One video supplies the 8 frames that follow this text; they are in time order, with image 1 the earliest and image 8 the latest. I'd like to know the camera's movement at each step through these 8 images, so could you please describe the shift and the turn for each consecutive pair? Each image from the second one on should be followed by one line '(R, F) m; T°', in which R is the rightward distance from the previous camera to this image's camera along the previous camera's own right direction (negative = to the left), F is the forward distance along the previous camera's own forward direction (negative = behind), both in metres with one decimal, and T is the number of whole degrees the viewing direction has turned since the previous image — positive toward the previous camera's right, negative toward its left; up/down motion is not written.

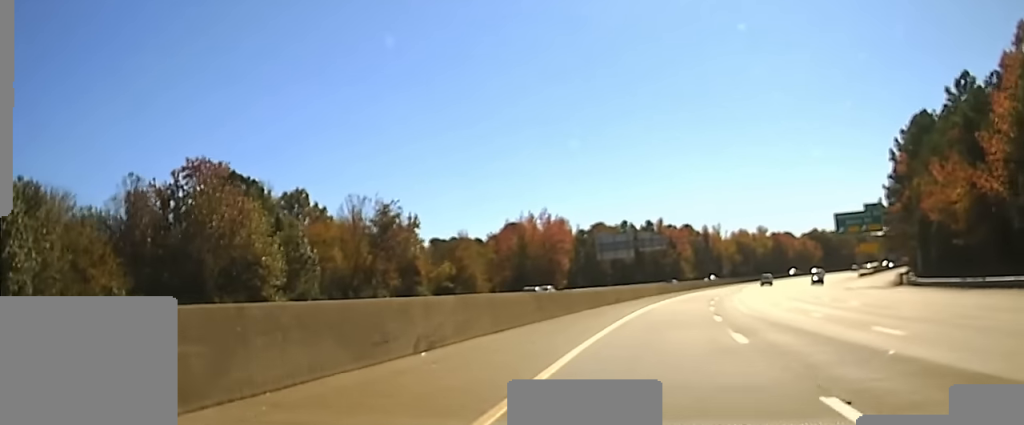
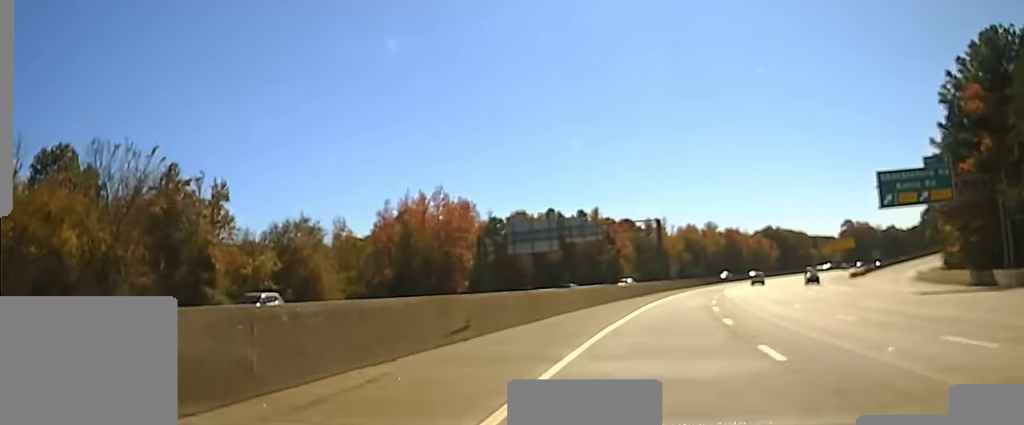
(+1.0, +37.1) m; +5°
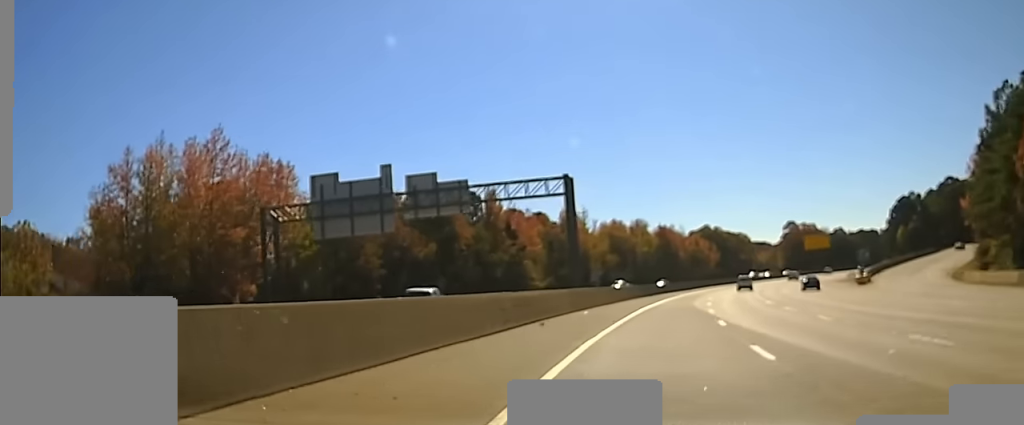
(+2.5, +48.1) m; +5°
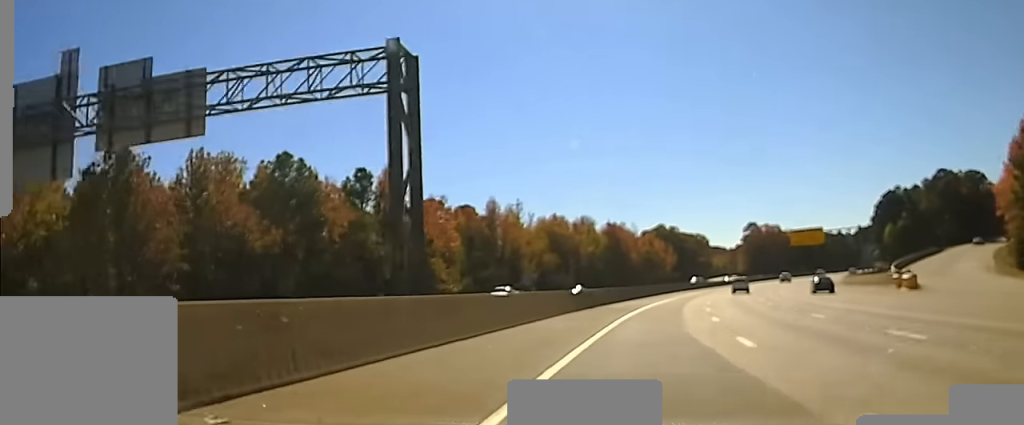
(+1.2, +38.5) m; +3°
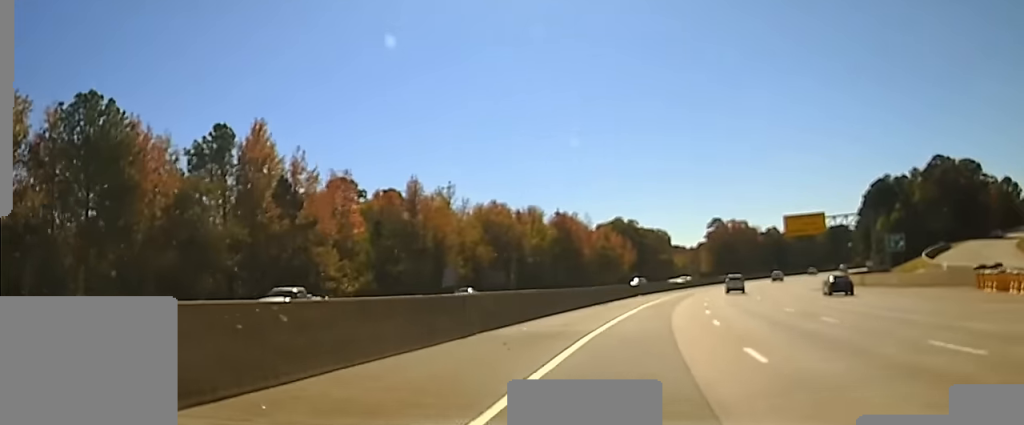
(+0.4, +32.7) m; +3°
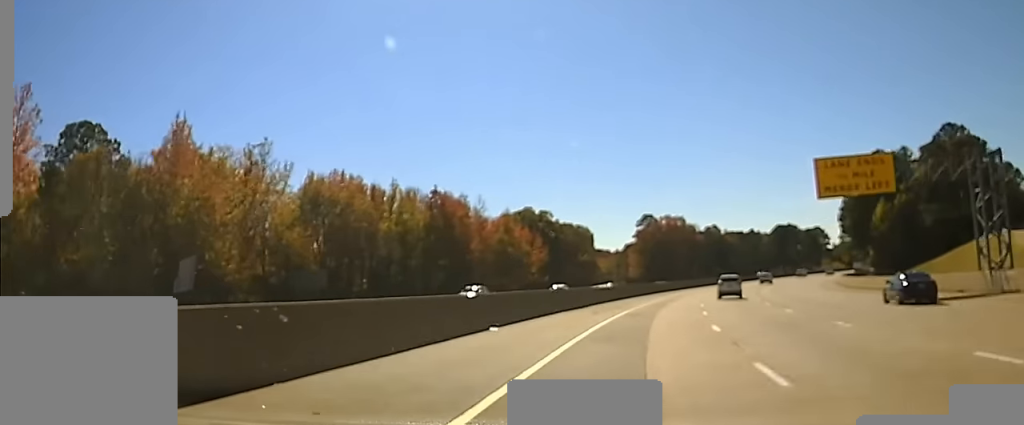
(+2.9, +54.9) m; +6°
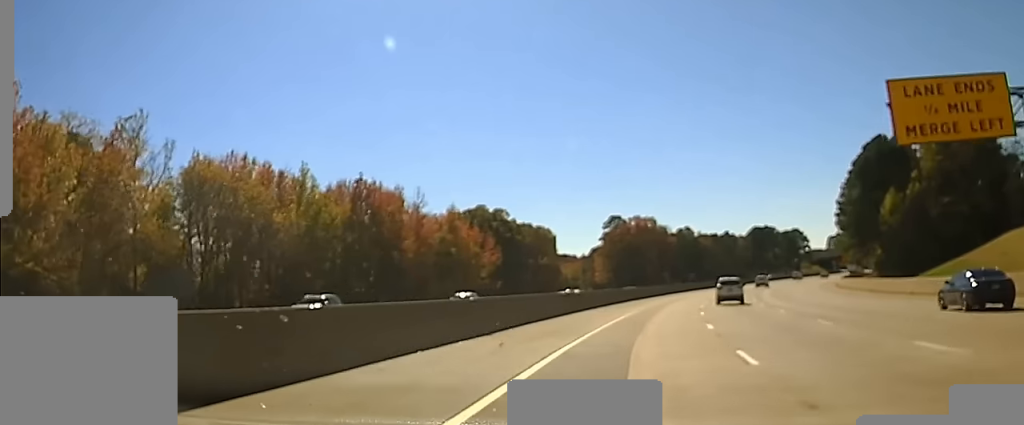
(+0.8, +21.4) m; +2°
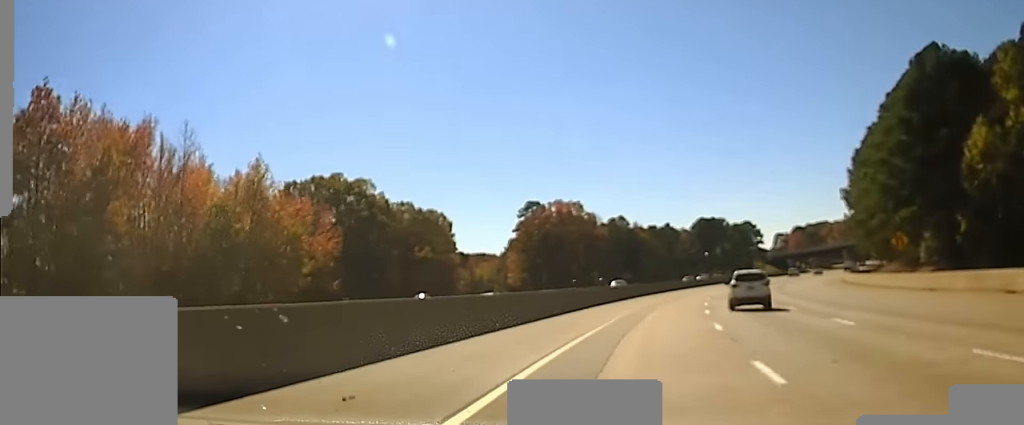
(+2.5, +51.9) m; +5°
